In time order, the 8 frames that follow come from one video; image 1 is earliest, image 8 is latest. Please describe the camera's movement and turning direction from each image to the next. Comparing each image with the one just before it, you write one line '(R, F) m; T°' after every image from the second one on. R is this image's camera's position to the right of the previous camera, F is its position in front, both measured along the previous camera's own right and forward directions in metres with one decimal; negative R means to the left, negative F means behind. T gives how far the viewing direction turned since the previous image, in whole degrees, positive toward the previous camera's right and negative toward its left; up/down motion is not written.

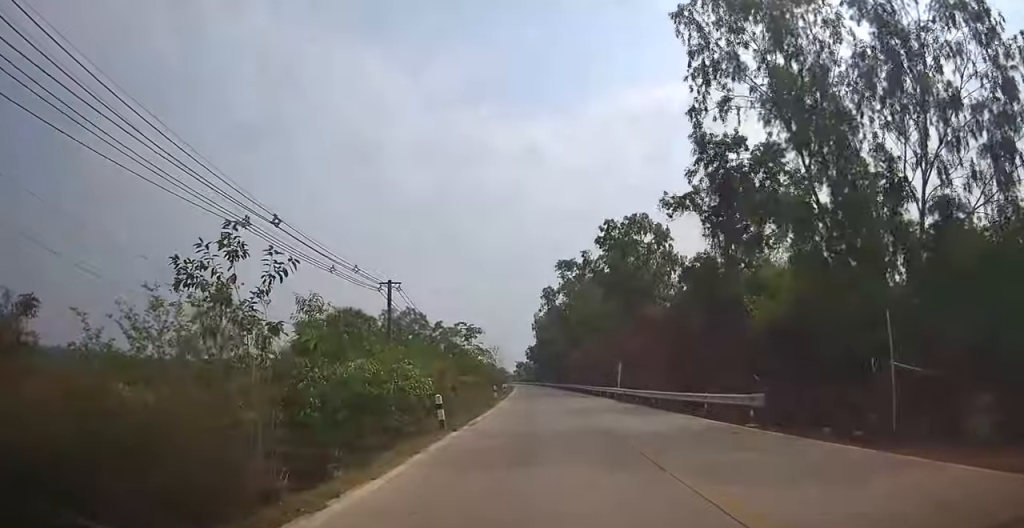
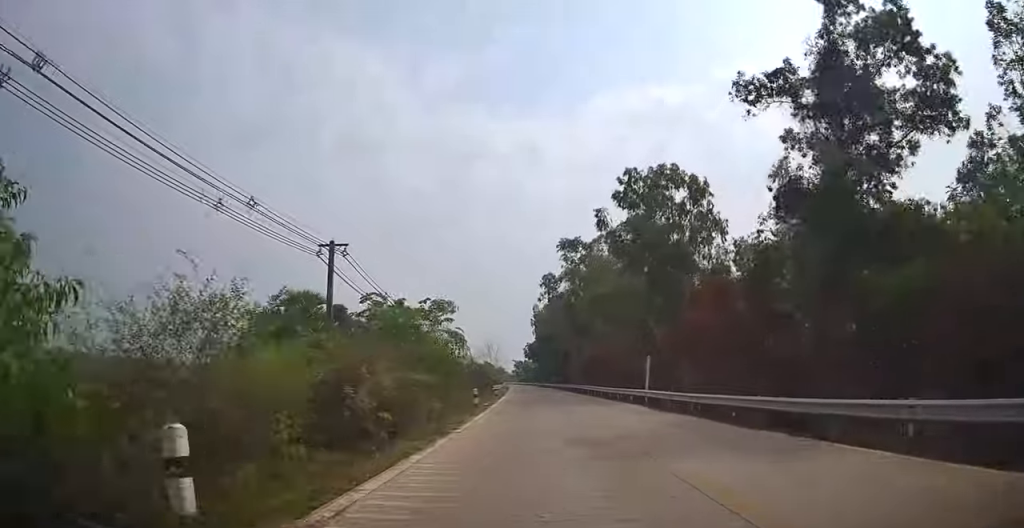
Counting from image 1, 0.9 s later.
(-0.2, +10.9) m; -1°
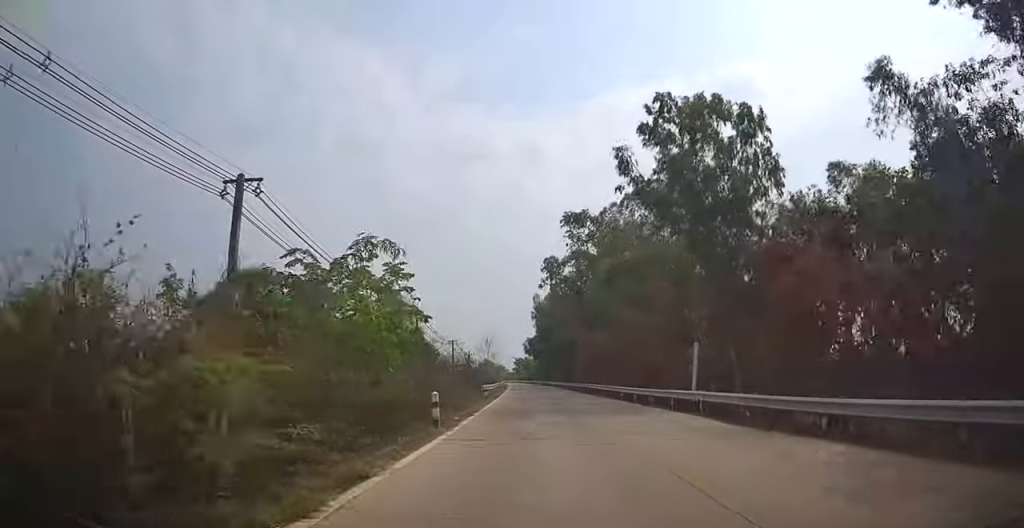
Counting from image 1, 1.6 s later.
(+0.2, +9.3) m; -2°
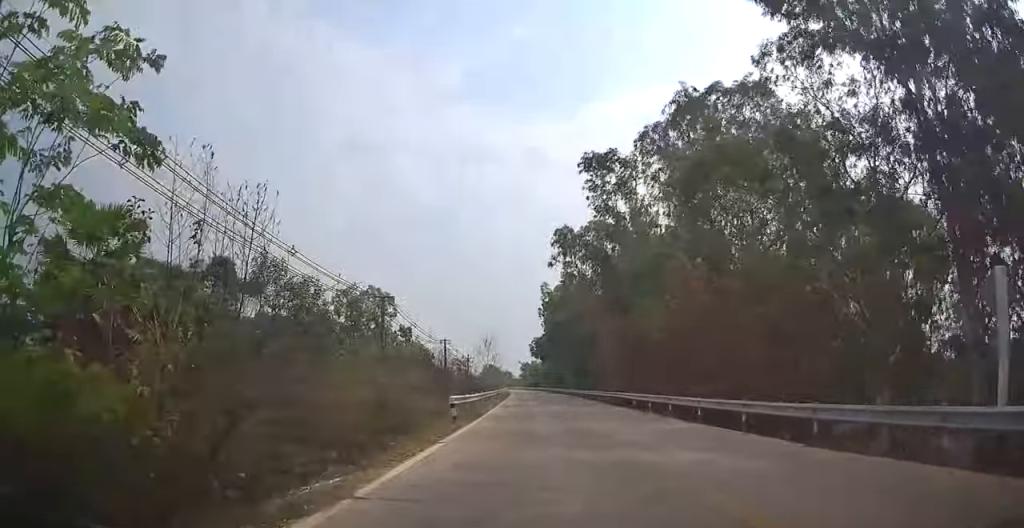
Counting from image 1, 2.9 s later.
(-0.4, +15.7) m; +1°
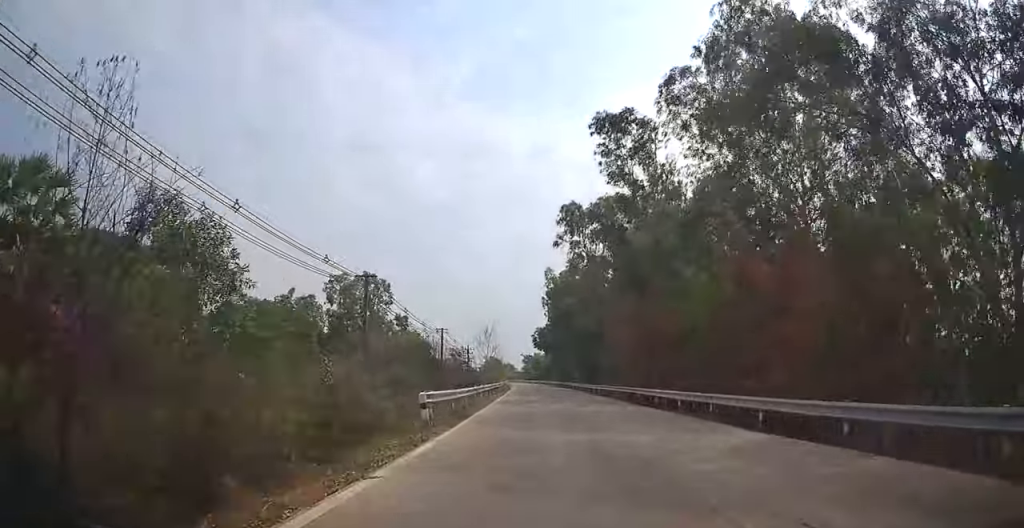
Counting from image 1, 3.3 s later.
(+0.3, +5.1) m; +1°
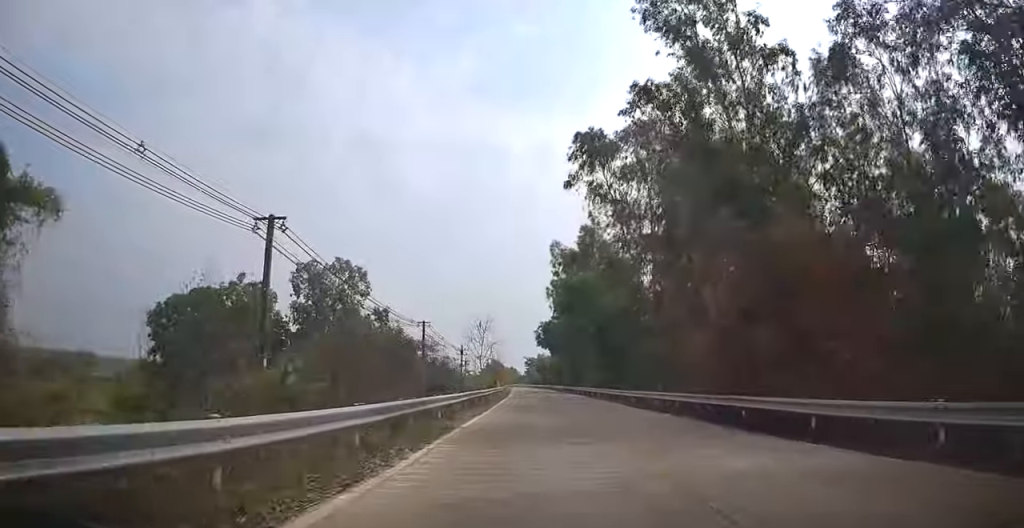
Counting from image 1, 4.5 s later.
(+0.1, +14.6) m; 0°
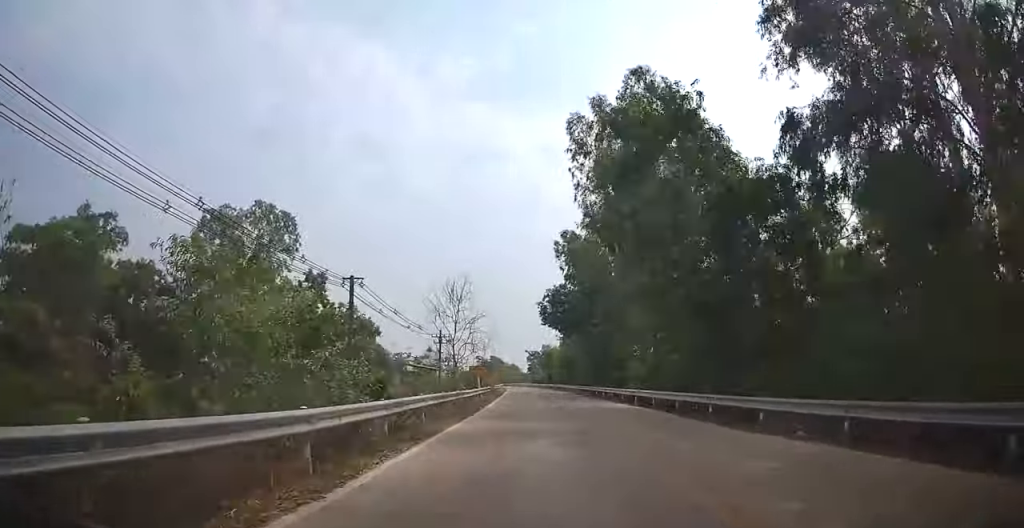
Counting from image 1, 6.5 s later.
(+0.8, +25.6) m; +1°
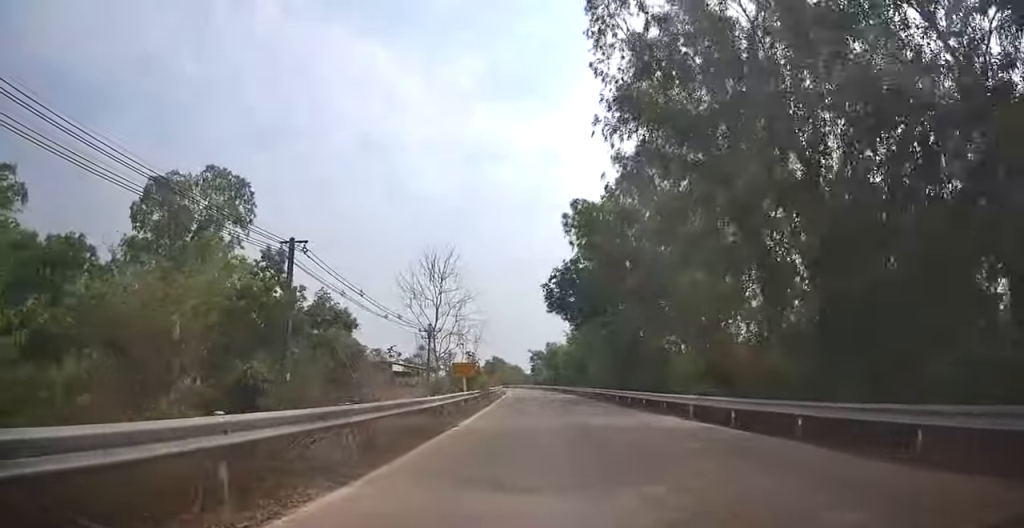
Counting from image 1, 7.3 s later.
(-0.3, +10.7) m; -2°
